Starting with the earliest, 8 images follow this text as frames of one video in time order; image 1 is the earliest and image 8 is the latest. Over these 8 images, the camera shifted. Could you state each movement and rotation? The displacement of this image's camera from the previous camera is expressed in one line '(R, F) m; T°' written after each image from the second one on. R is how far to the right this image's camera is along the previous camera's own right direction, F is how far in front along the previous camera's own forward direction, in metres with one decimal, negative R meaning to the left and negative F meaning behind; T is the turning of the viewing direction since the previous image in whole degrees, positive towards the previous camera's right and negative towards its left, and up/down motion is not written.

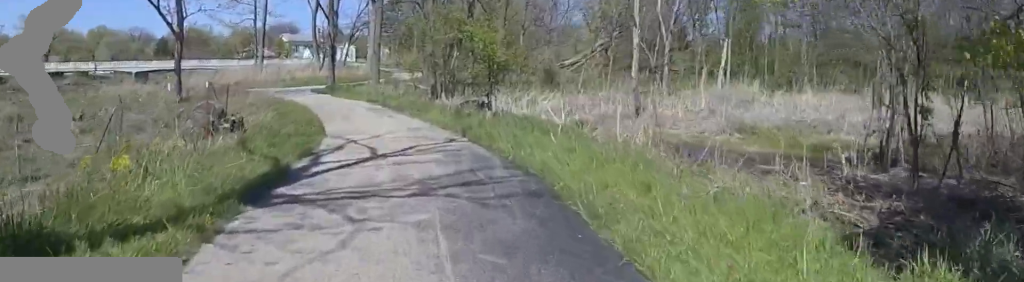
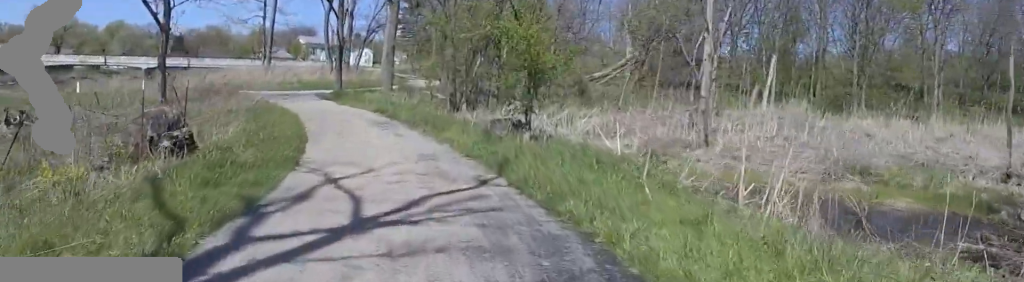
(-0.6, +4.5) m; -5°
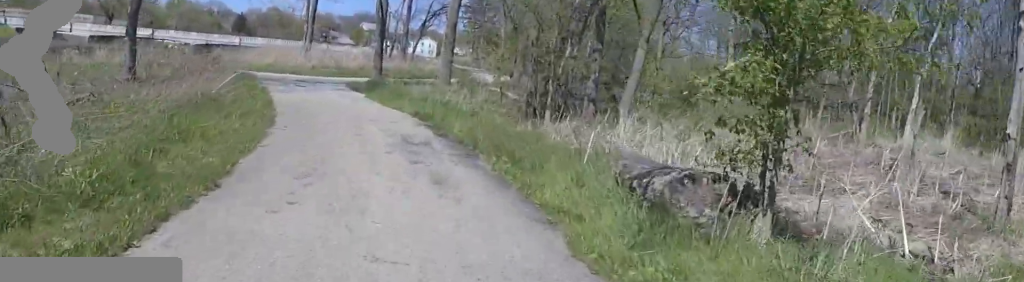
(+0.5, +8.9) m; +3°
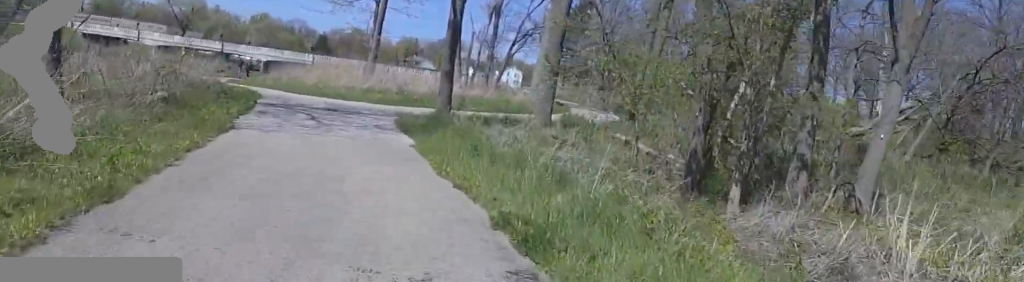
(-0.4, +8.6) m; -6°
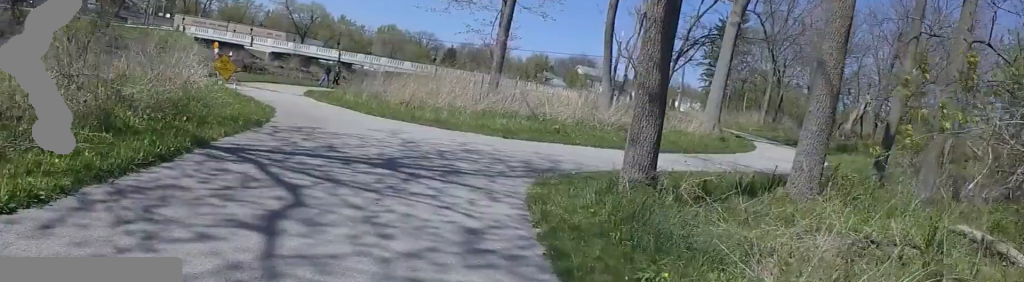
(-0.8, +9.4) m; -14°
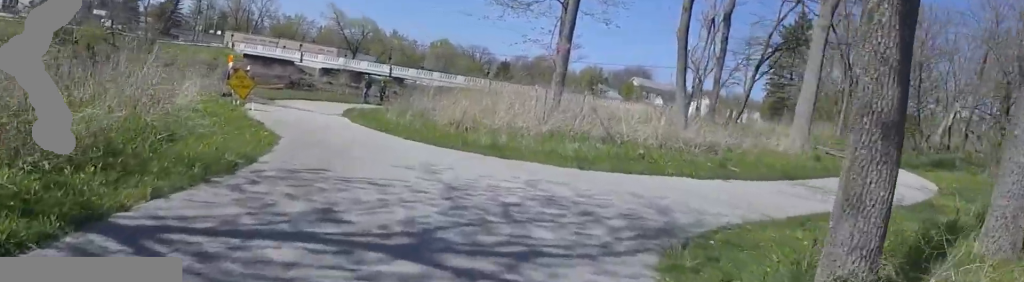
(-0.4, +3.3) m; -5°
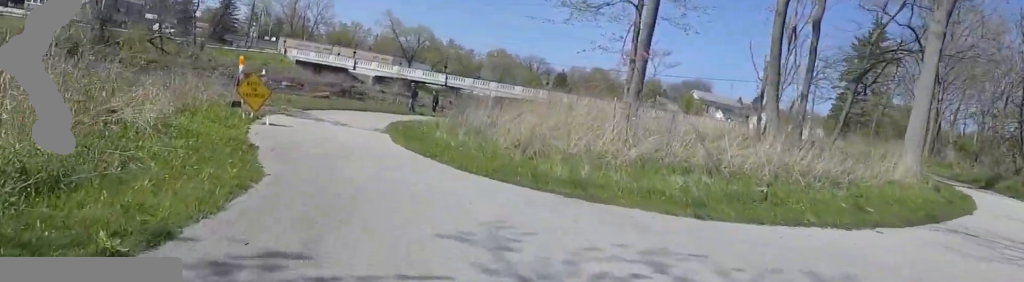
(-0.1, +3.5) m; -2°
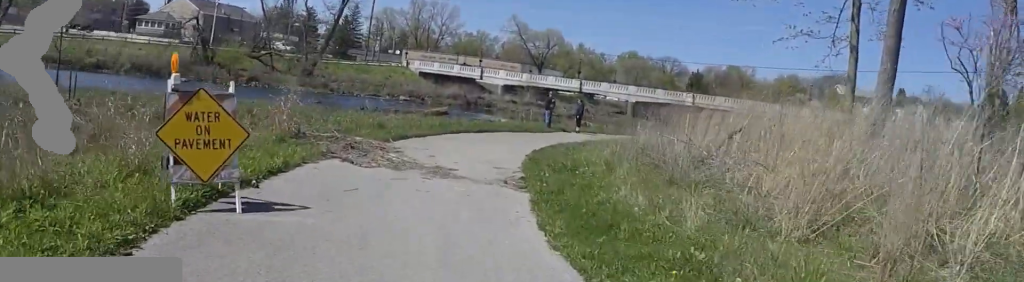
(0.0, +8.5) m; 0°
